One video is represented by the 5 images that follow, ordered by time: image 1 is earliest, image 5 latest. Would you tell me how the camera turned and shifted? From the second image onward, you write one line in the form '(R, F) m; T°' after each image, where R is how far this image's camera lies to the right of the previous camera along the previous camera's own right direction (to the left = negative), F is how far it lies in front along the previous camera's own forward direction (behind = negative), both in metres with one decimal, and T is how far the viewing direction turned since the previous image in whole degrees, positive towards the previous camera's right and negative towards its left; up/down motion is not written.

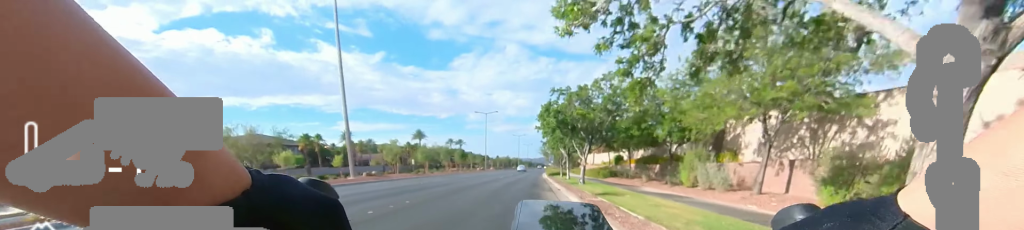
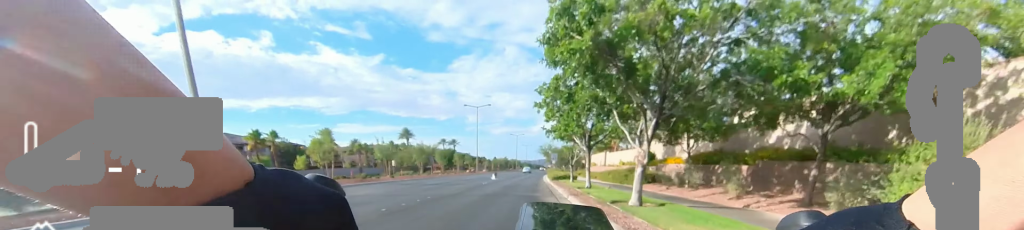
(+0.2, +9.9) m; +2°
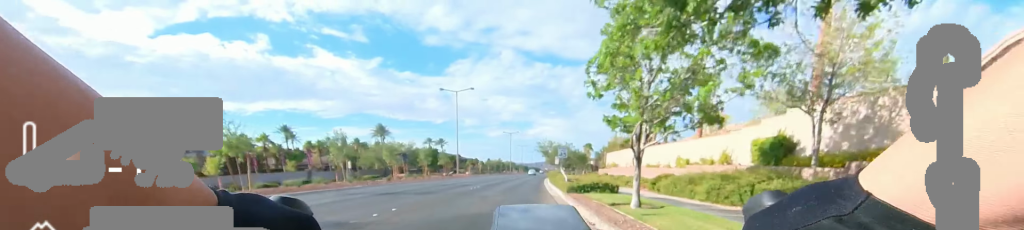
(+0.1, +14.8) m; +1°
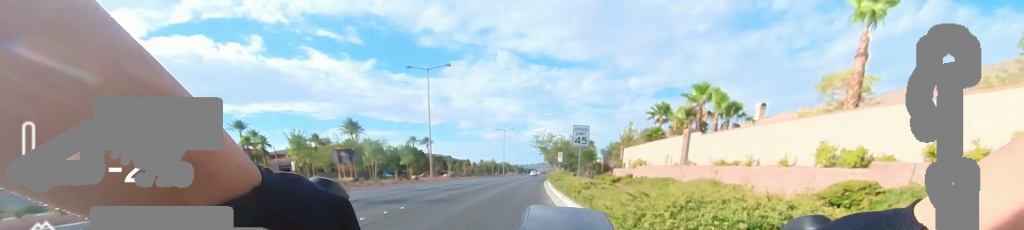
(+0.3, +11.2) m; +3°
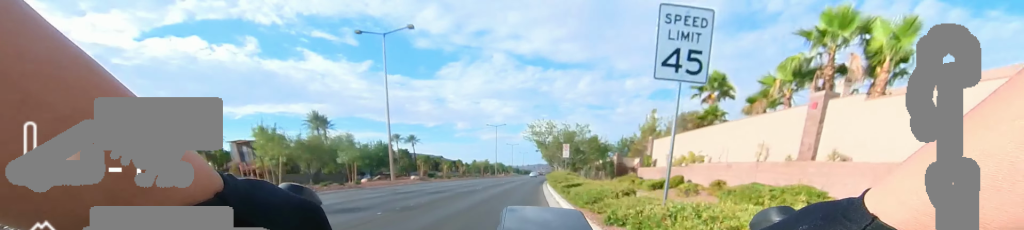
(+0.2, +10.0) m; +1°
